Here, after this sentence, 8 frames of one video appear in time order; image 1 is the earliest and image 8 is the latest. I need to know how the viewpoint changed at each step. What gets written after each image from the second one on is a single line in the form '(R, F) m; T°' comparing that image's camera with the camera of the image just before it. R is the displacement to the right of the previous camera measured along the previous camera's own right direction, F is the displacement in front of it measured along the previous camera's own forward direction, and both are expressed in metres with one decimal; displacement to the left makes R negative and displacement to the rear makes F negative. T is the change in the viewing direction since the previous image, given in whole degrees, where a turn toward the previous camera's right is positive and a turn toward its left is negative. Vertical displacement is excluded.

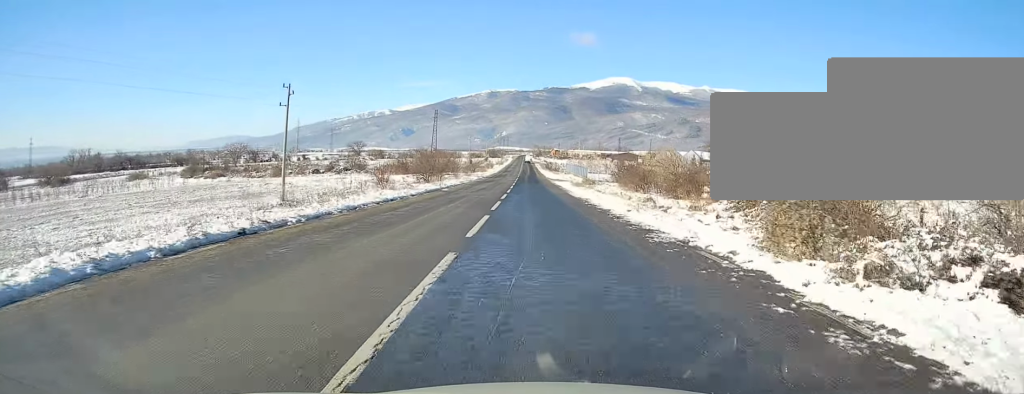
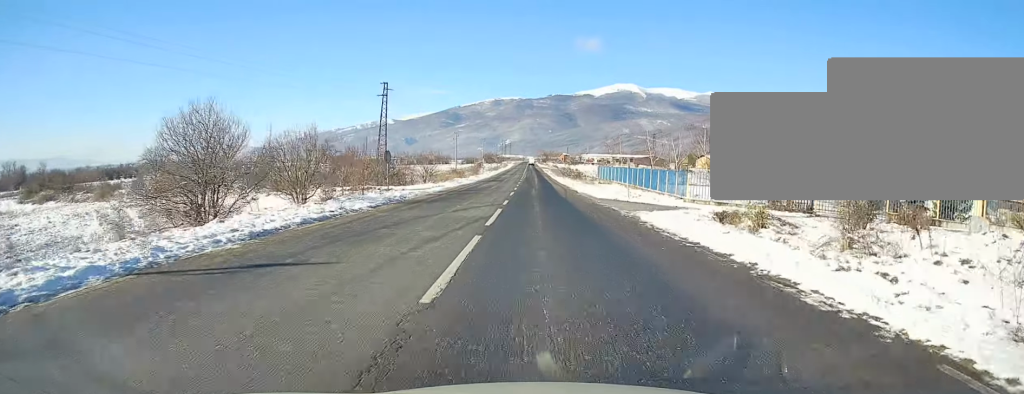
(+0.4, +59.3) m; +1°
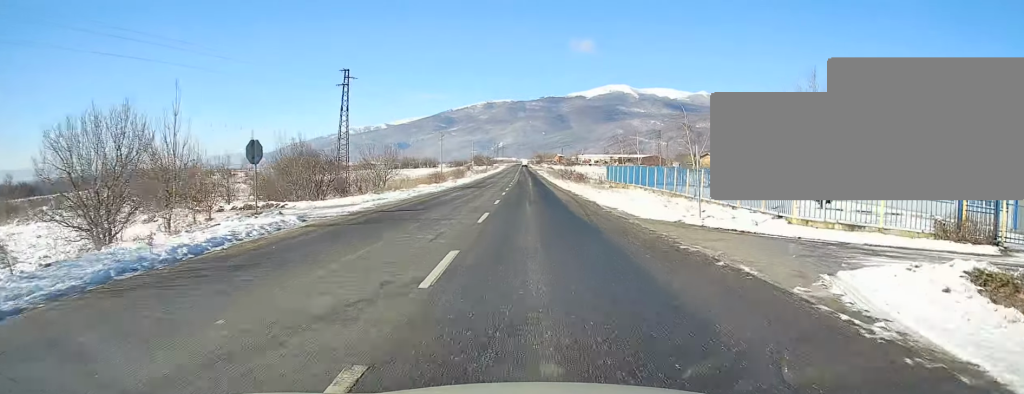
(0.0, +17.1) m; -1°
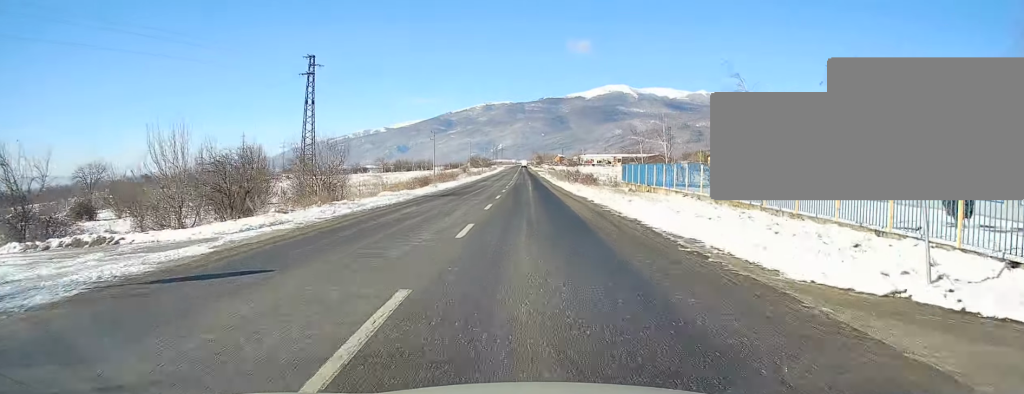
(-0.1, +12.5) m; 0°
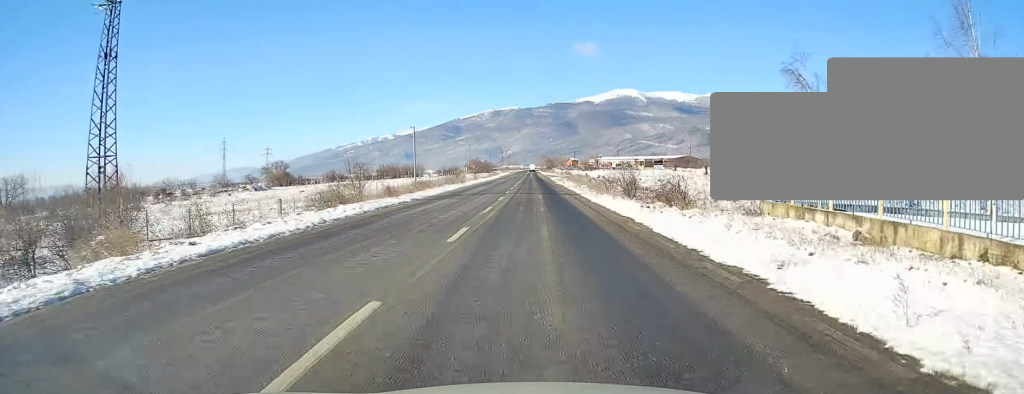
(0.0, +35.8) m; +1°
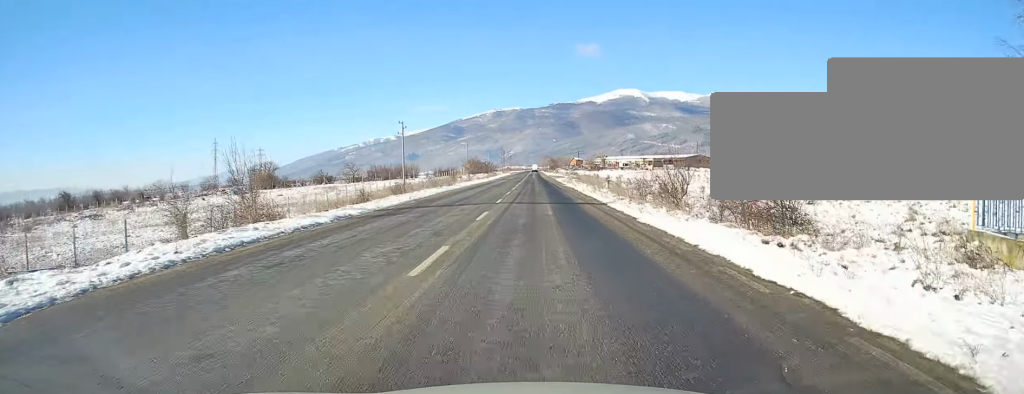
(+0.1, +12.9) m; 0°
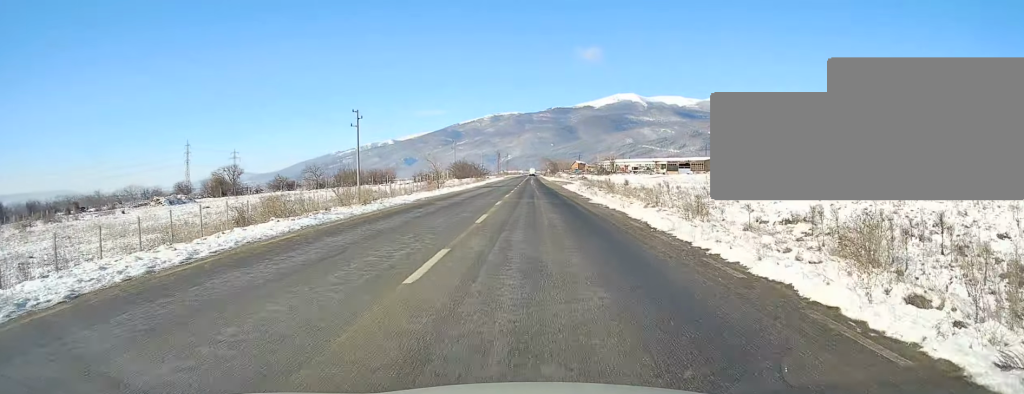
(-0.1, +26.8) m; 0°
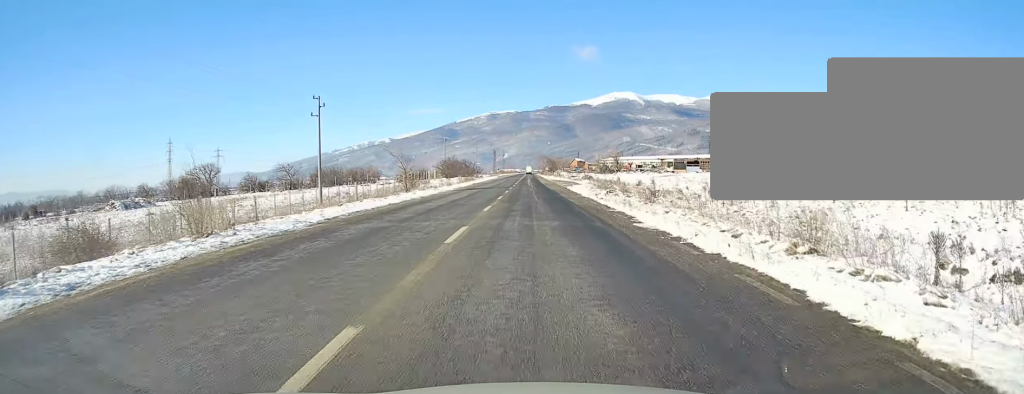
(0.0, +13.8) m; 0°
